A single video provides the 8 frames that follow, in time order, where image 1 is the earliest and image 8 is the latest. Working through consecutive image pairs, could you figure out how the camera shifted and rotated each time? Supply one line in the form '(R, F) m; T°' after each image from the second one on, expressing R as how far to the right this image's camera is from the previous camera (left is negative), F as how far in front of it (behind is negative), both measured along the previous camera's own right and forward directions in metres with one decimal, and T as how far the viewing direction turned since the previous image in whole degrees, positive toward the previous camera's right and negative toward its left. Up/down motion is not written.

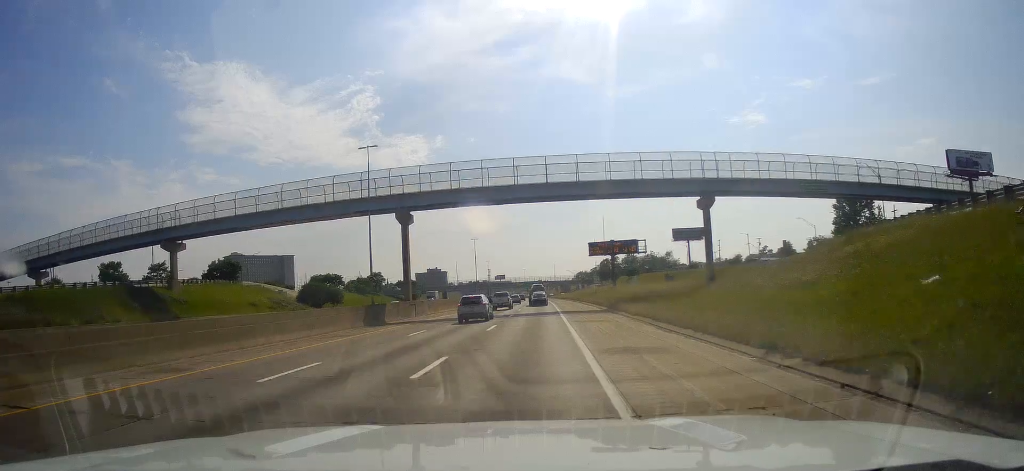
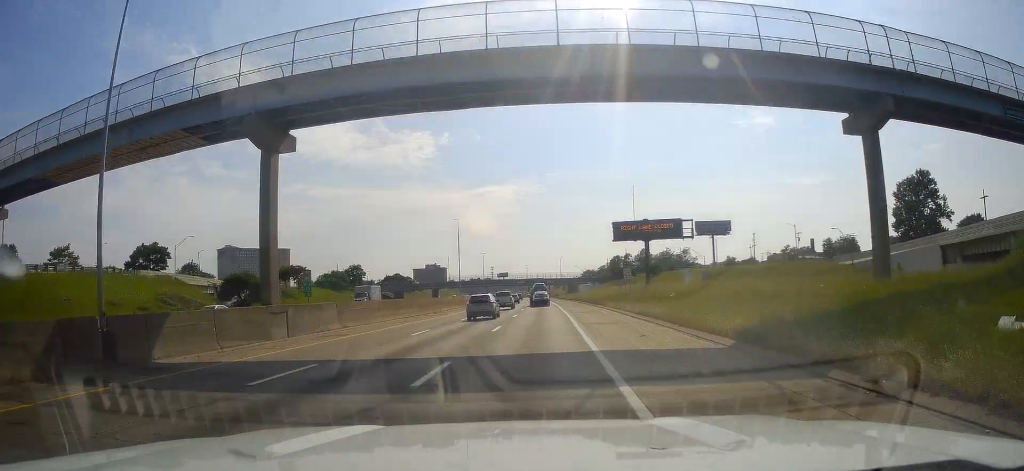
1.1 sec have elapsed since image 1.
(+0.2, +31.7) m; 0°
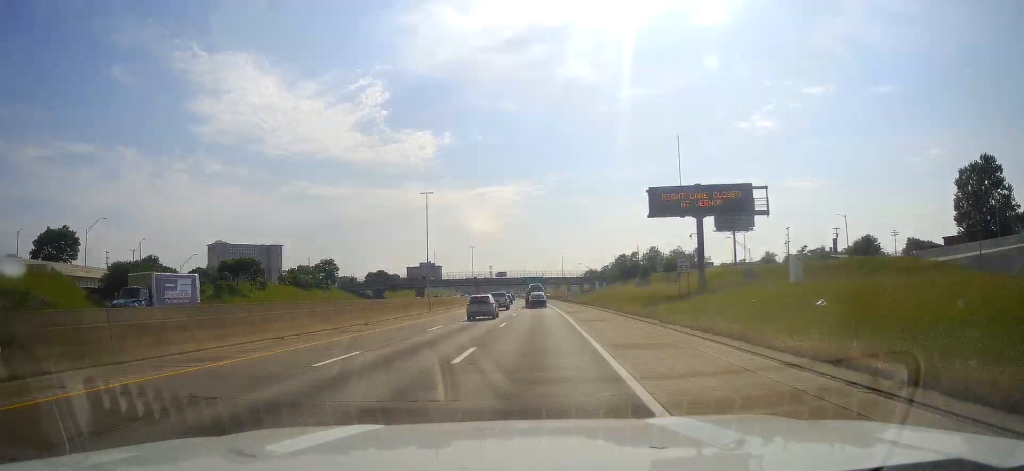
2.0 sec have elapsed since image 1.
(-0.3, +26.5) m; -1°
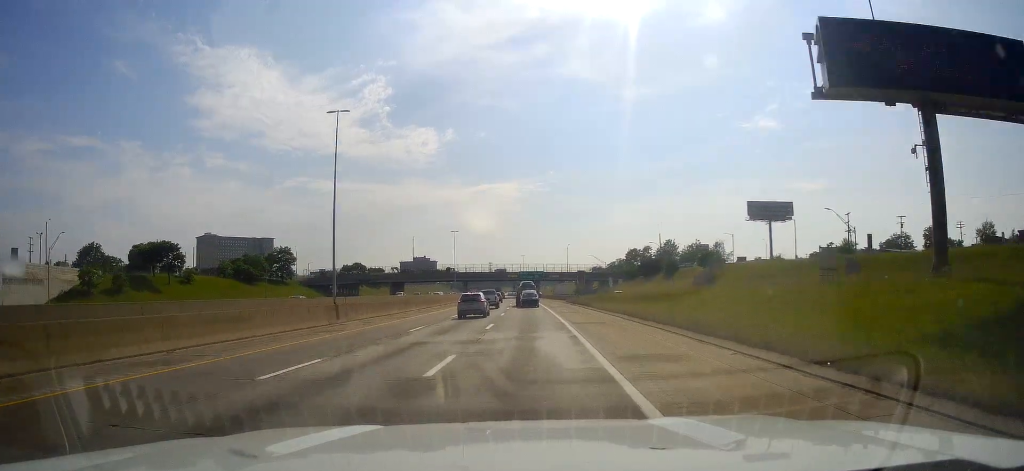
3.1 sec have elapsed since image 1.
(-0.2, +32.6) m; 0°
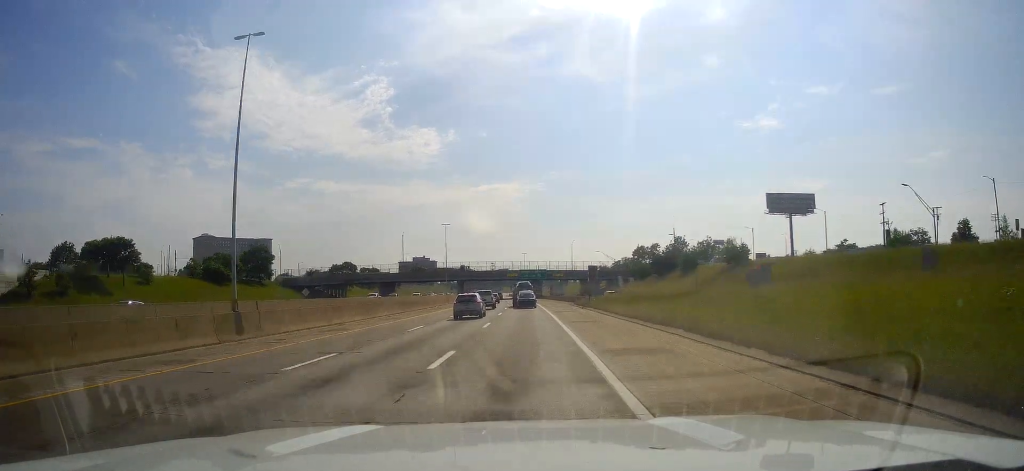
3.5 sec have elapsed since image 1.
(0.0, +13.9) m; 0°
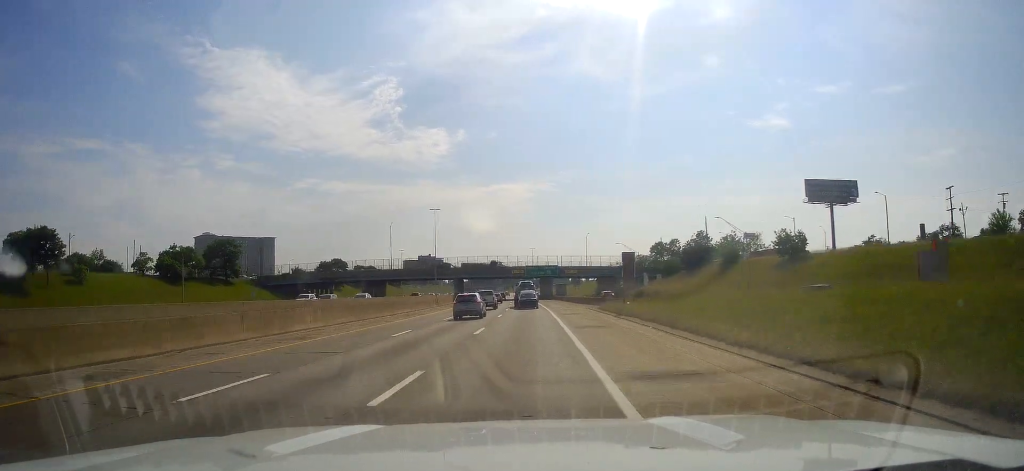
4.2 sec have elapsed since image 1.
(0.0, +19.8) m; 0°
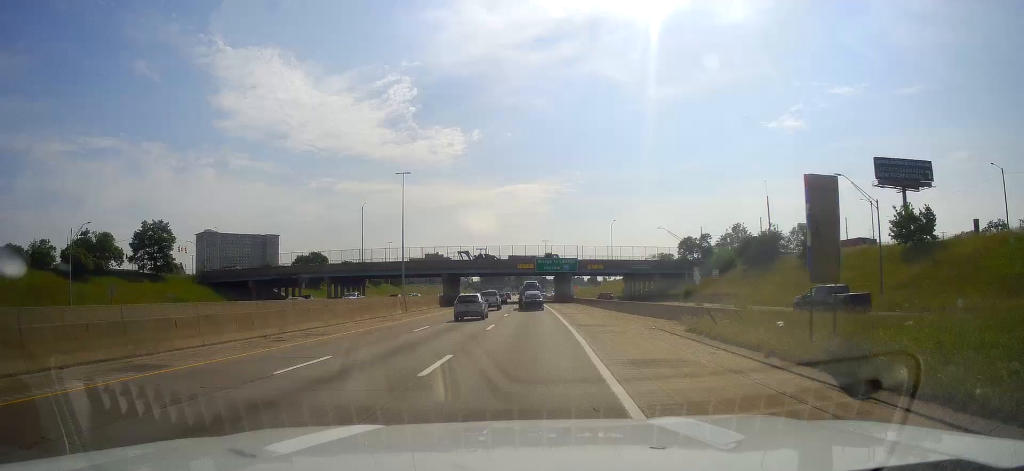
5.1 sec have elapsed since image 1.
(+0.2, +27.9) m; -1°
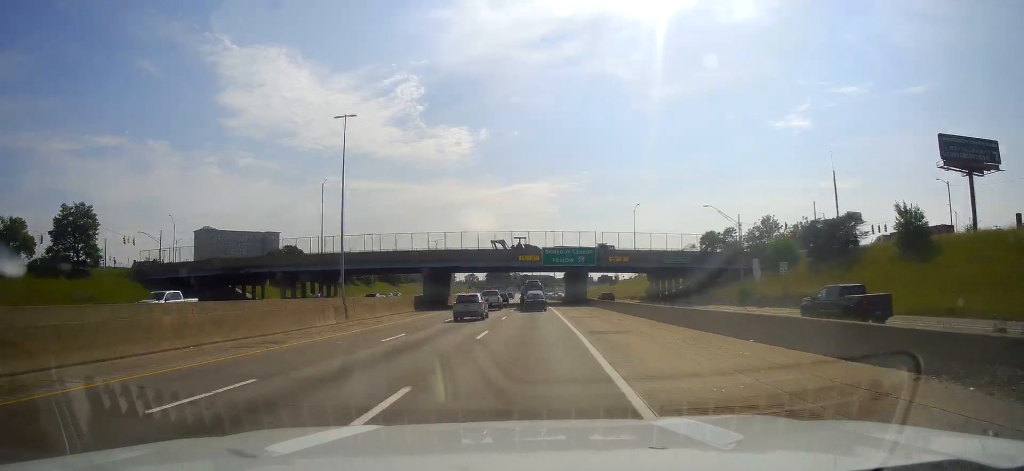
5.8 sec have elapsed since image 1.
(-0.3, +20.9) m; -1°
